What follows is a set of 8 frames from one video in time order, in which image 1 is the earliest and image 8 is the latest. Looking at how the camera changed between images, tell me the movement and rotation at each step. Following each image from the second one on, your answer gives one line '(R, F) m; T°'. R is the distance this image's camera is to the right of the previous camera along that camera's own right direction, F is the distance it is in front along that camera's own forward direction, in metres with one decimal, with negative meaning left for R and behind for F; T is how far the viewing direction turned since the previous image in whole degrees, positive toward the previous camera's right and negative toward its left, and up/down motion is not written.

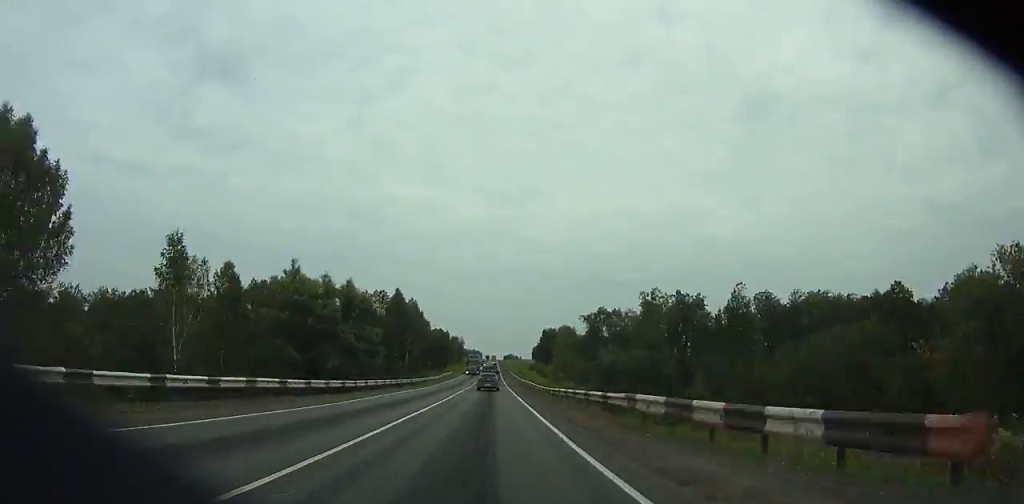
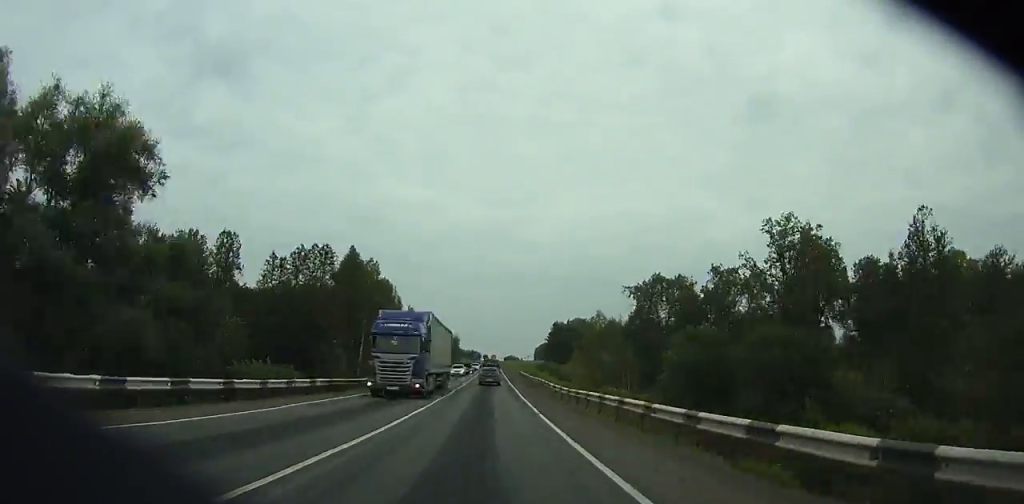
(+0.2, +45.7) m; 0°
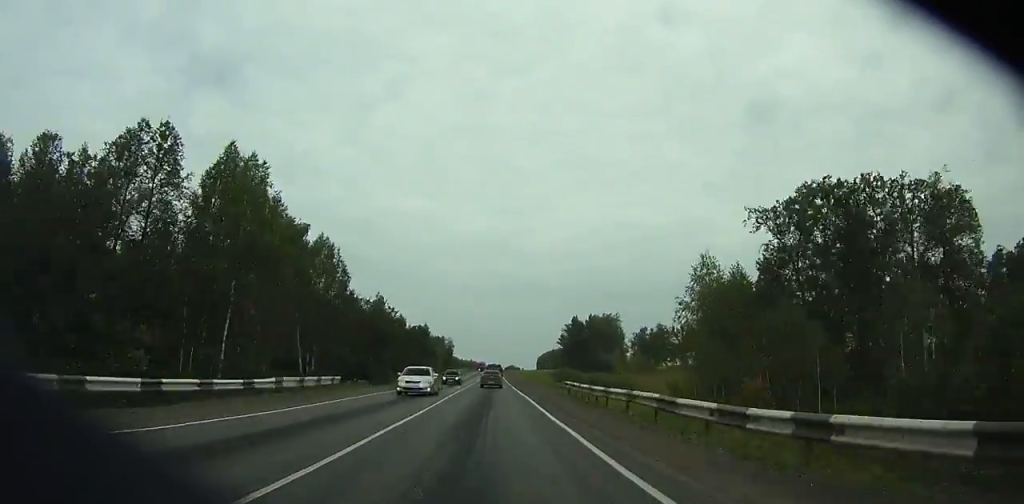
(+0.1, +47.5) m; 0°
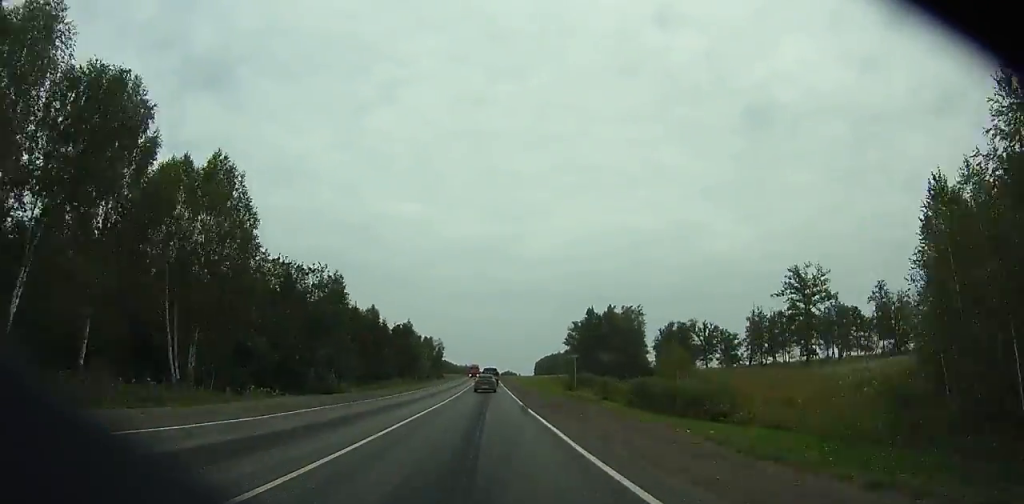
(0.0, +31.5) m; 0°
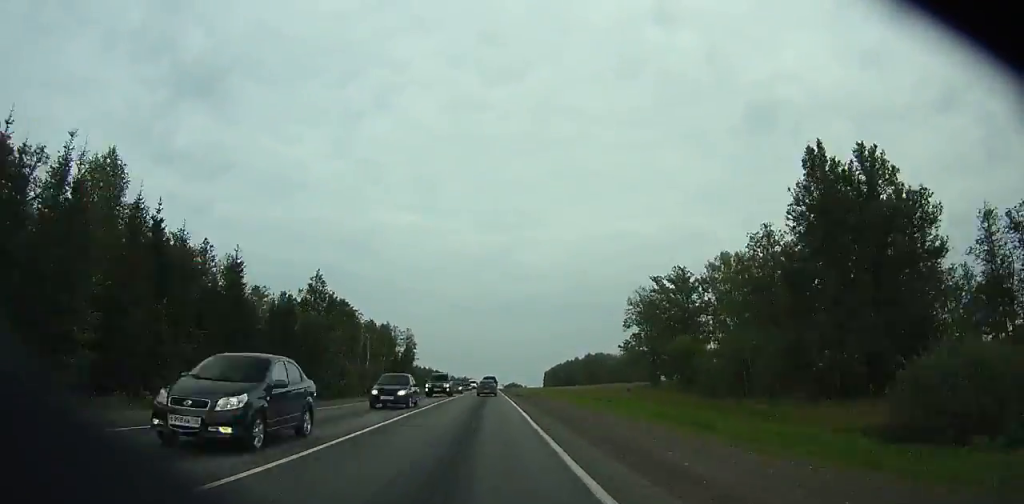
(-0.1, +91.2) m; 0°
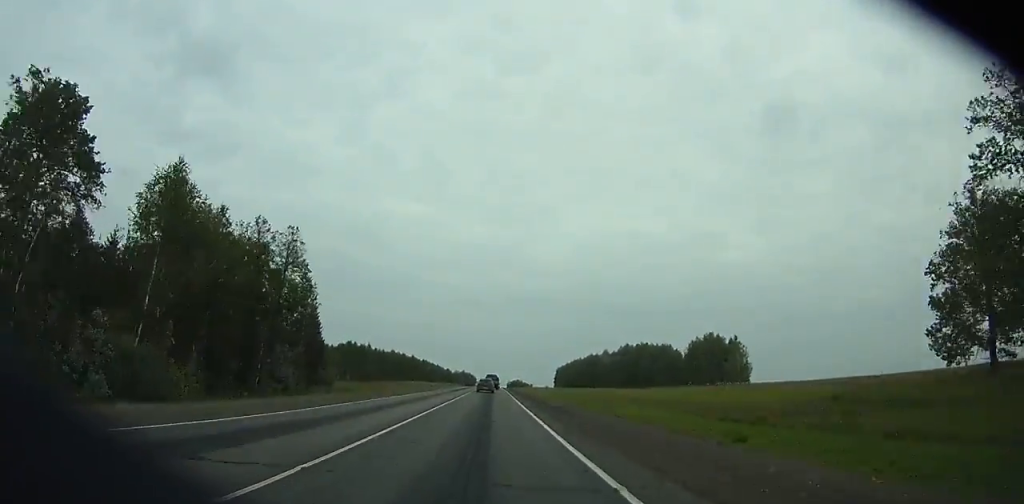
(-0.6, +91.2) m; 0°
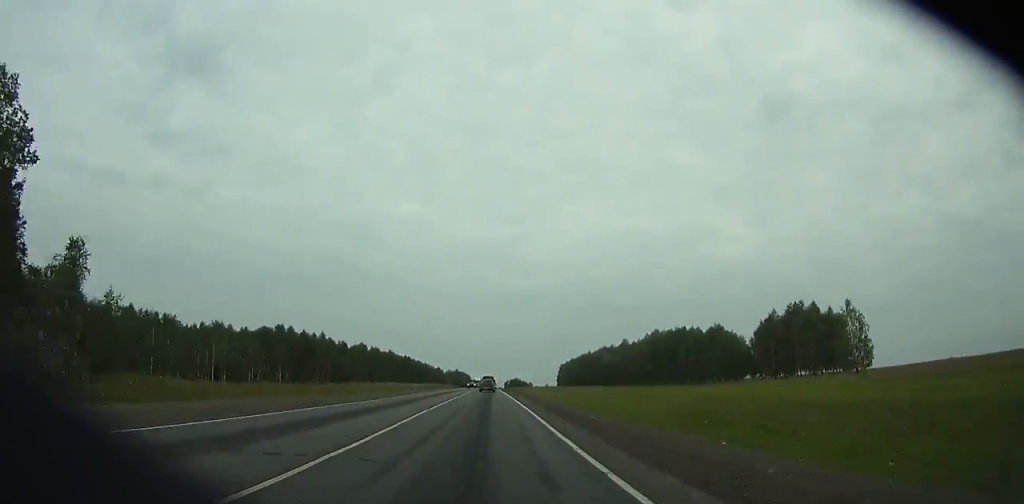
(0.0, +51.6) m; 0°
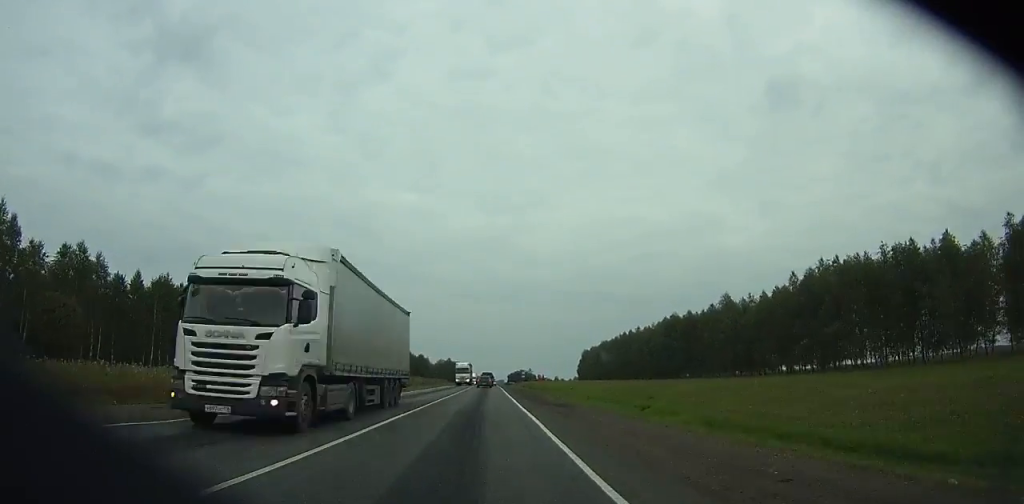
(+0.3, +106.4) m; +1°
